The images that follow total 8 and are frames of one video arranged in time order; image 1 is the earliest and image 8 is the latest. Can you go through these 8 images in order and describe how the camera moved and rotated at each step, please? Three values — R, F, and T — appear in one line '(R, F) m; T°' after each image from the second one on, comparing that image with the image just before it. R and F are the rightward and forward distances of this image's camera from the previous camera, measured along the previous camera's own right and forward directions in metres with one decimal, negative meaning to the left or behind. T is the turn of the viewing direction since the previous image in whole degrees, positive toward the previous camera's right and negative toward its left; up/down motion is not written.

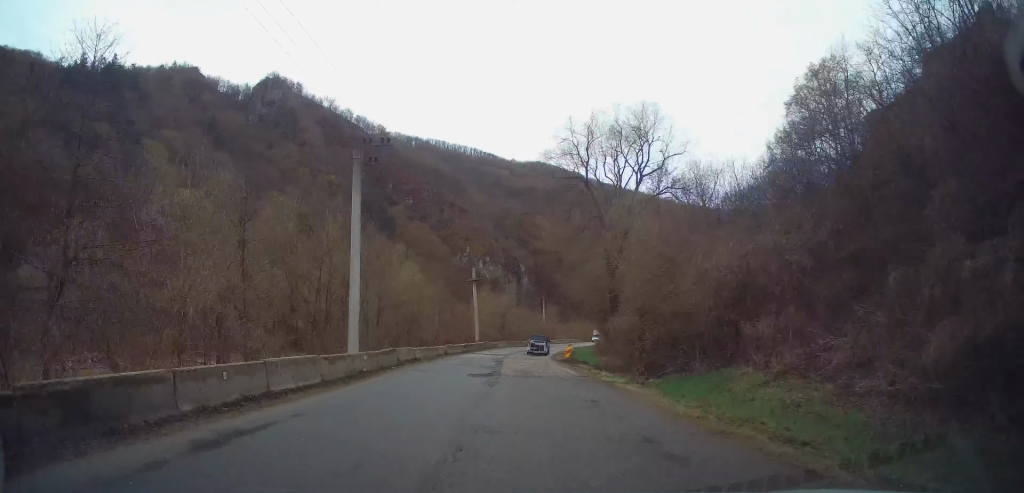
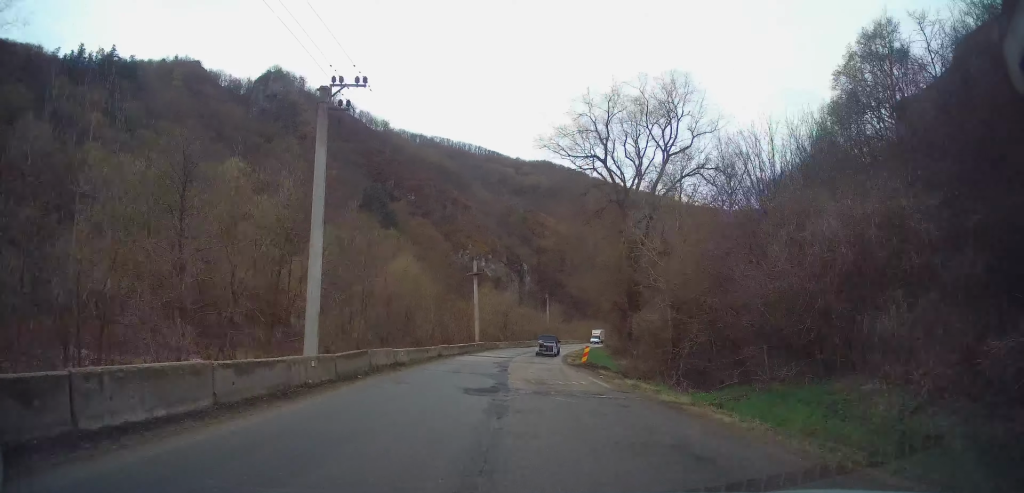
(+0.1, +5.3) m; 0°
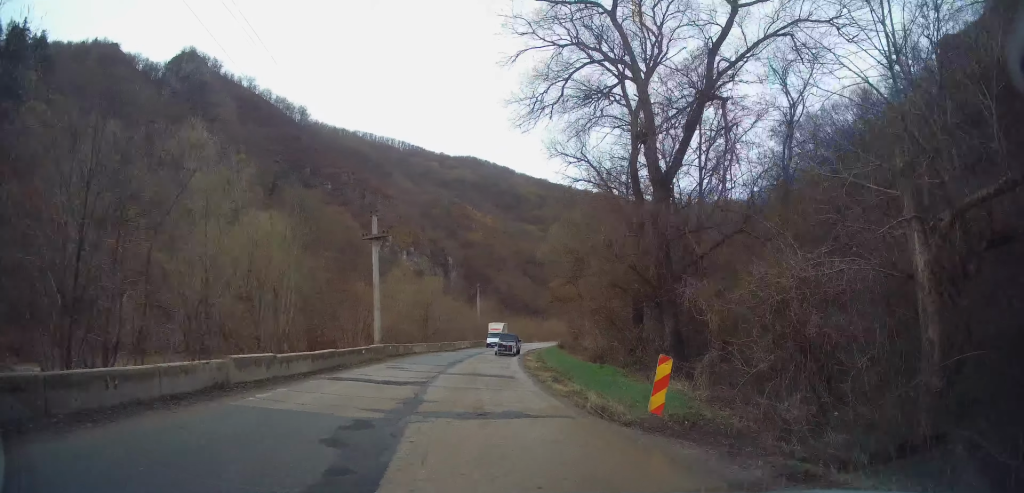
(+1.8, +21.3) m; +9°
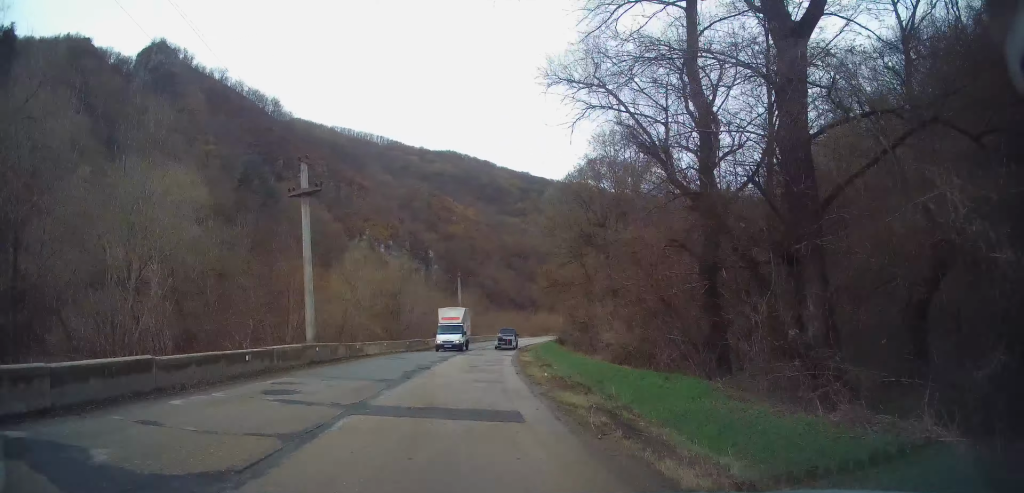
(0.0, +11.4) m; +1°
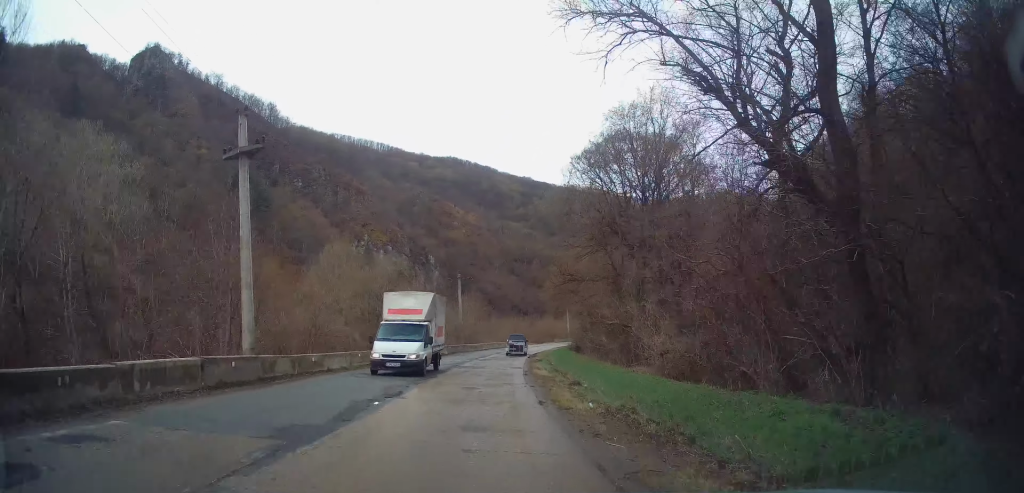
(+0.2, +7.4) m; 0°
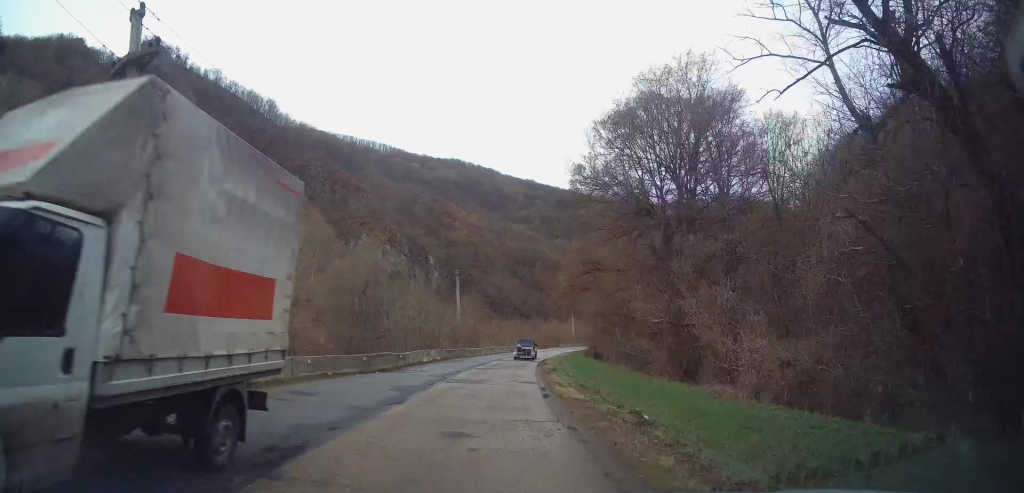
(-0.2, +7.0) m; -1°
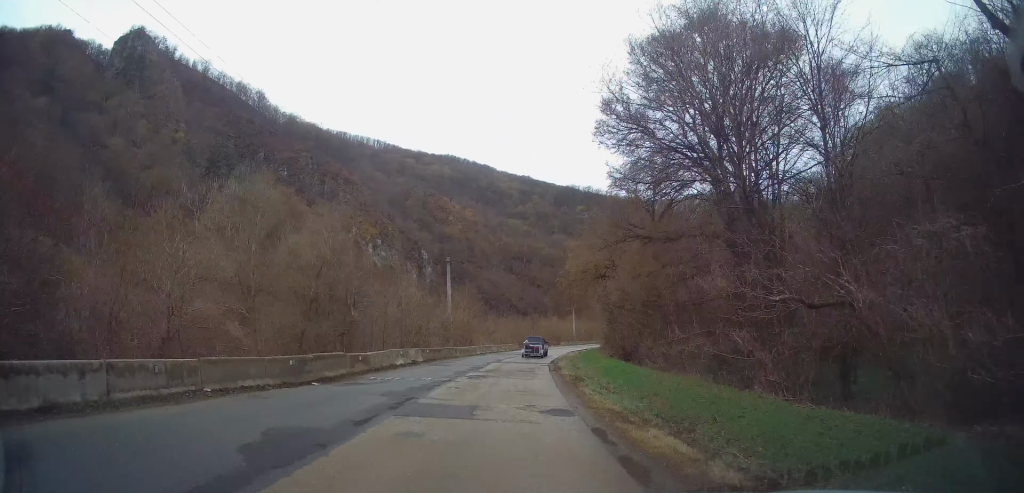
(+0.1, +8.1) m; 0°
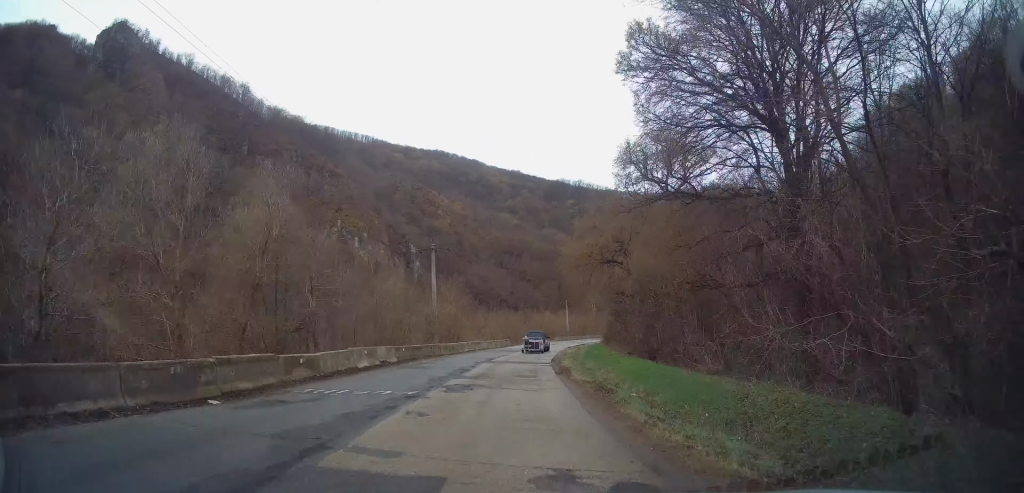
(0.0, +5.4) m; +1°
